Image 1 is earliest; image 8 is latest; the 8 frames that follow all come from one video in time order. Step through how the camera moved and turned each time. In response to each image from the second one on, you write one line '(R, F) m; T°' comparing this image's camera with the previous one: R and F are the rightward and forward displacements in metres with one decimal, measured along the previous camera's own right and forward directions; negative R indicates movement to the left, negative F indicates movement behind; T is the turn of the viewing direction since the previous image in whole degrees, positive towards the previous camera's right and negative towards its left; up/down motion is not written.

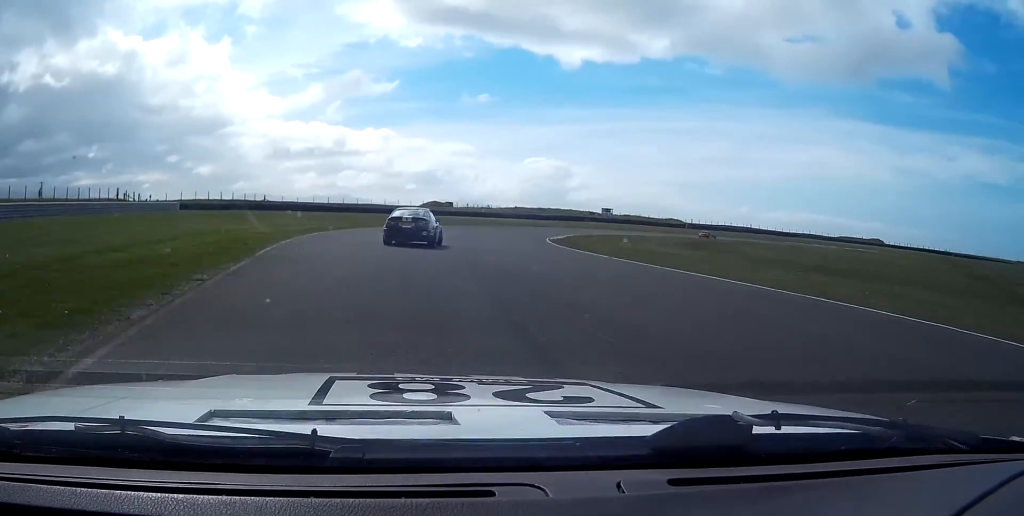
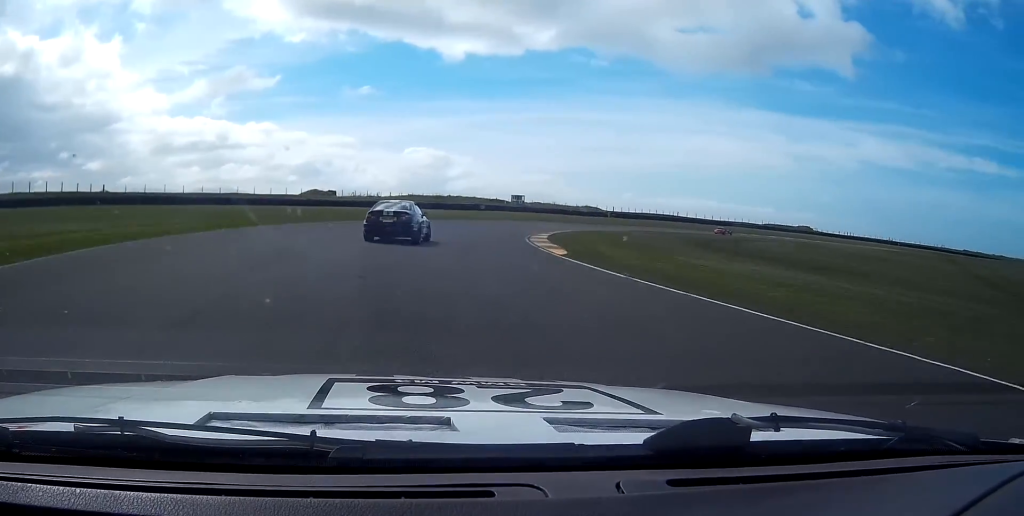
(-0.1, +26.9) m; +7°
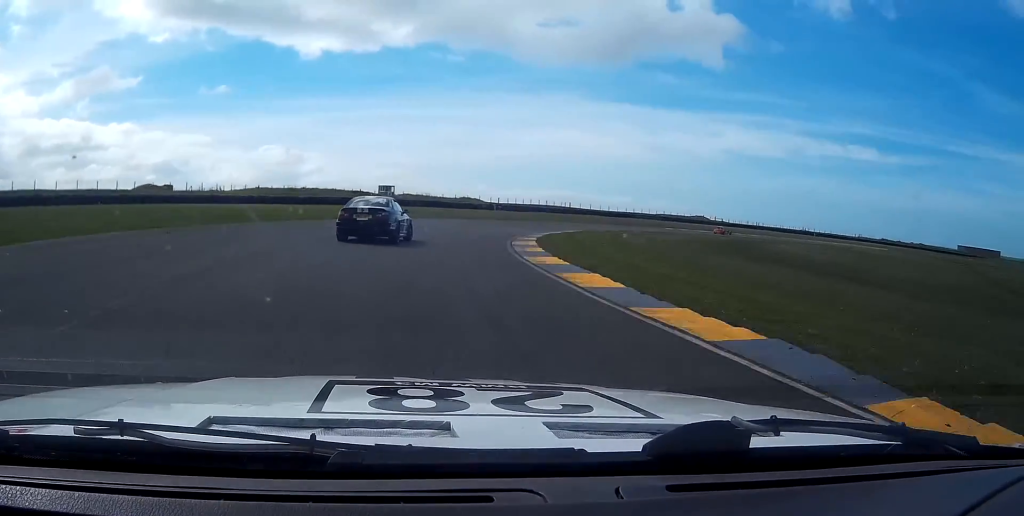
(+3.4, +27.0) m; +11°
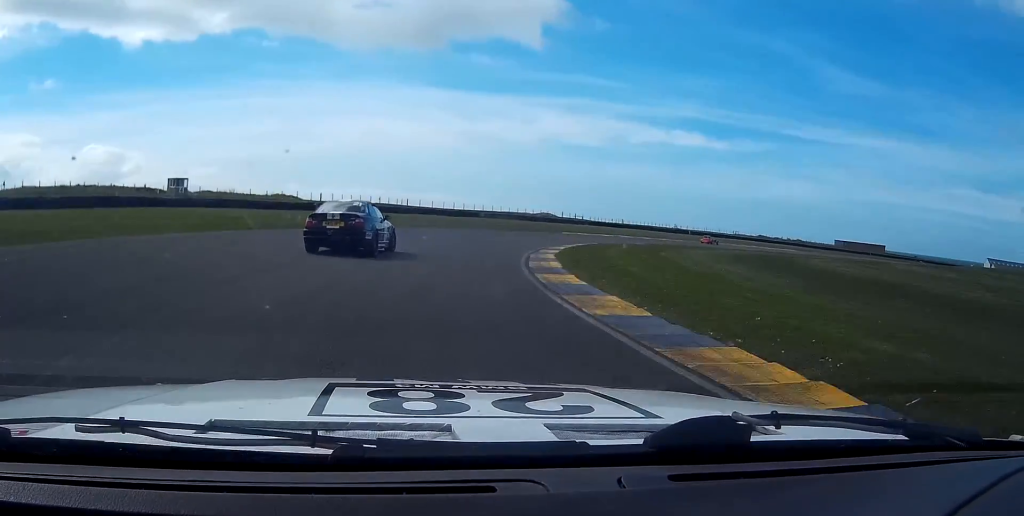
(+4.0, +32.0) m; +14°
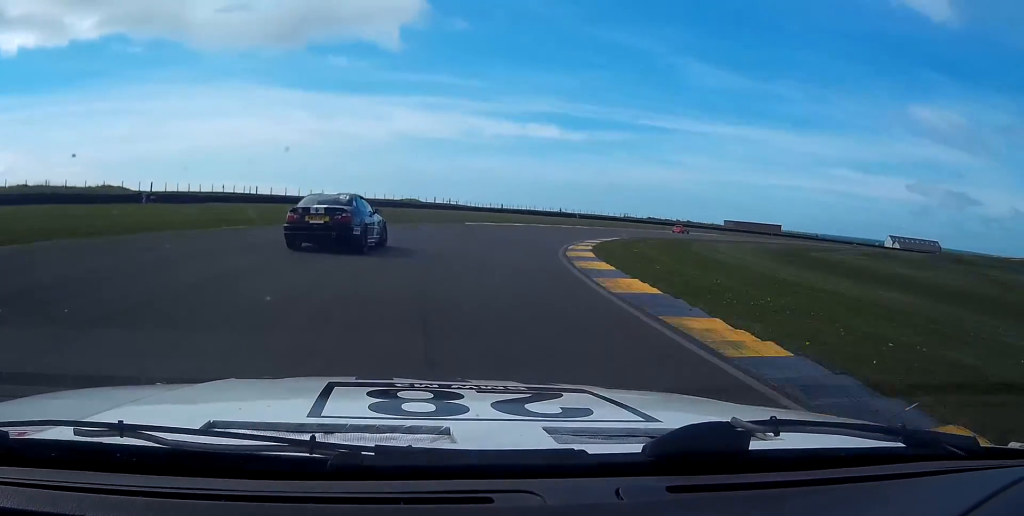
(+1.7, +22.8) m; +11°
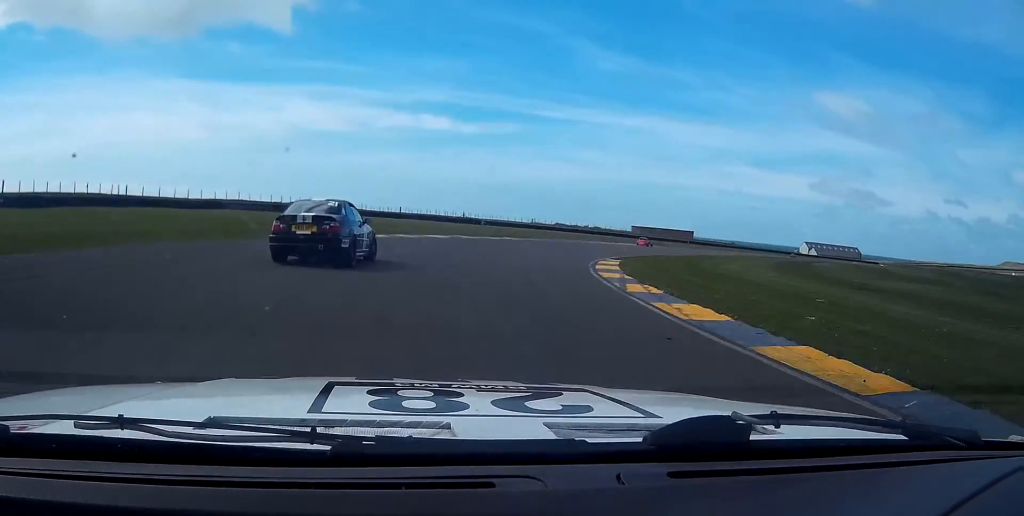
(+1.5, +16.4) m; +8°
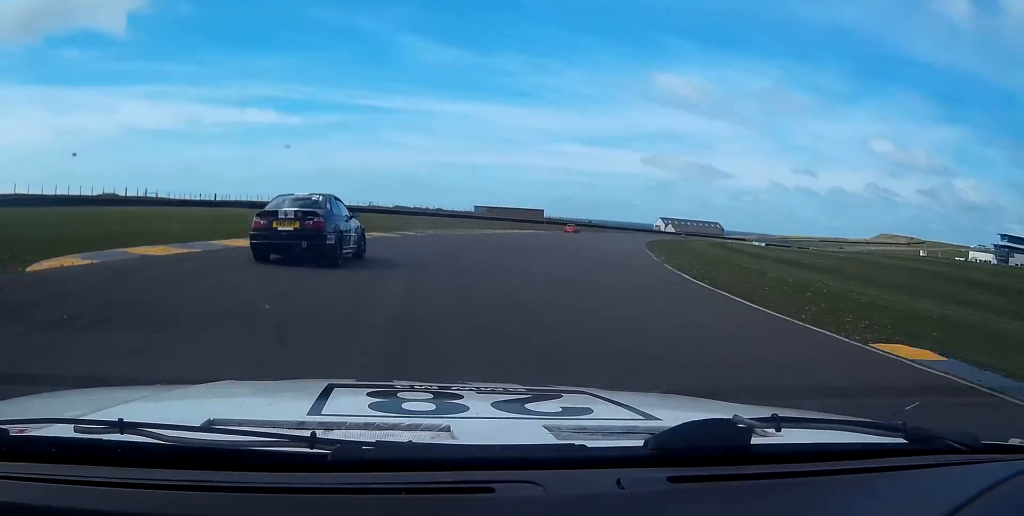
(+3.7, +28.1) m; +13°
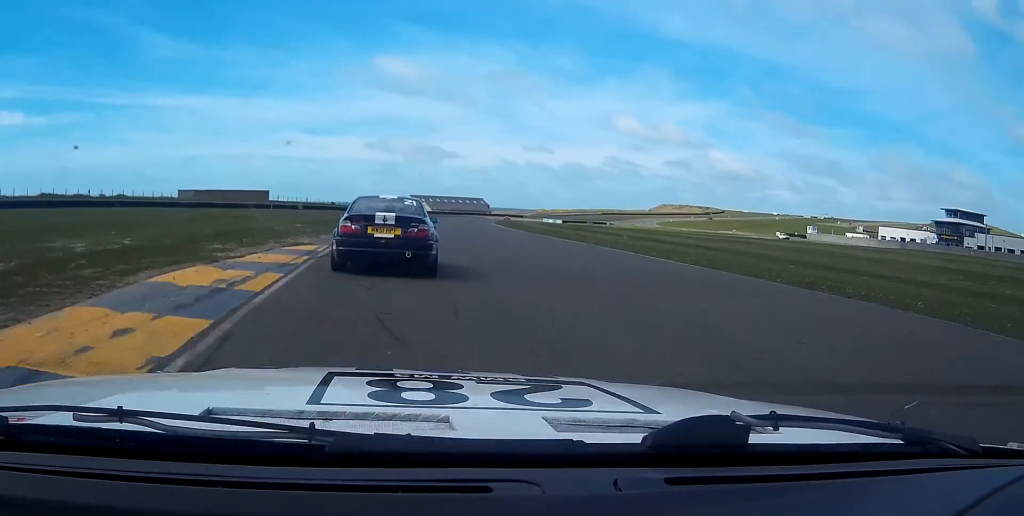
(+18.2, +73.7) m; +22°
